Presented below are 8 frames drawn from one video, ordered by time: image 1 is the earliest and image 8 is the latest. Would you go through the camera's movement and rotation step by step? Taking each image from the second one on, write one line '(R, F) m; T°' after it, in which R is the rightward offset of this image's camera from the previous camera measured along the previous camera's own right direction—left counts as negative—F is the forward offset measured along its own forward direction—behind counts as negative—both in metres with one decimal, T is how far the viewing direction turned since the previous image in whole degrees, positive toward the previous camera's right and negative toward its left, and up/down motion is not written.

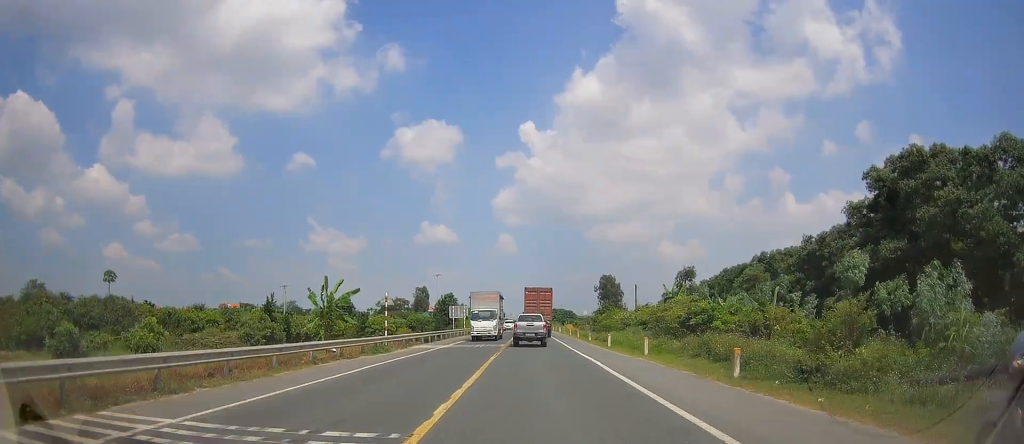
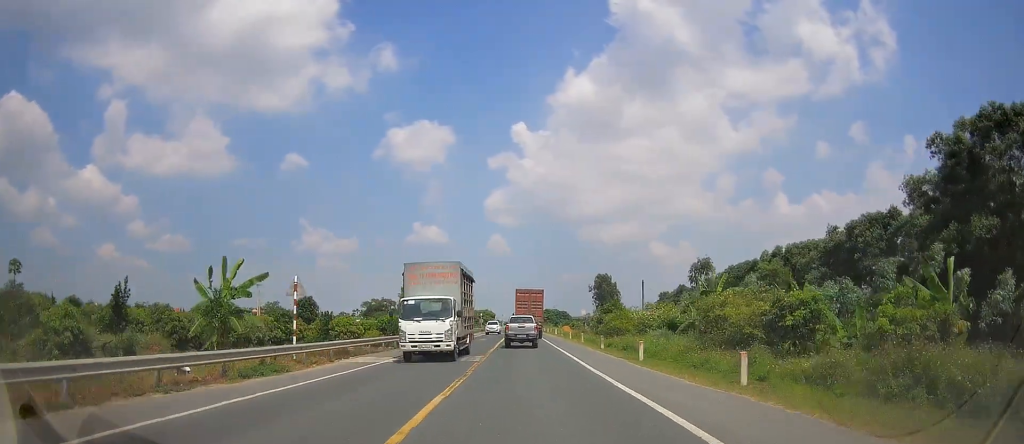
(0.0, +11.5) m; +1°
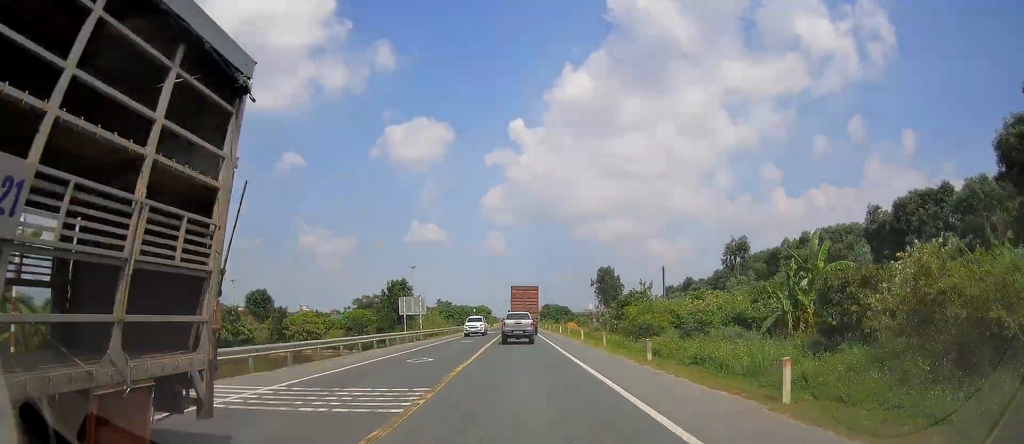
(+0.1, +12.7) m; +1°
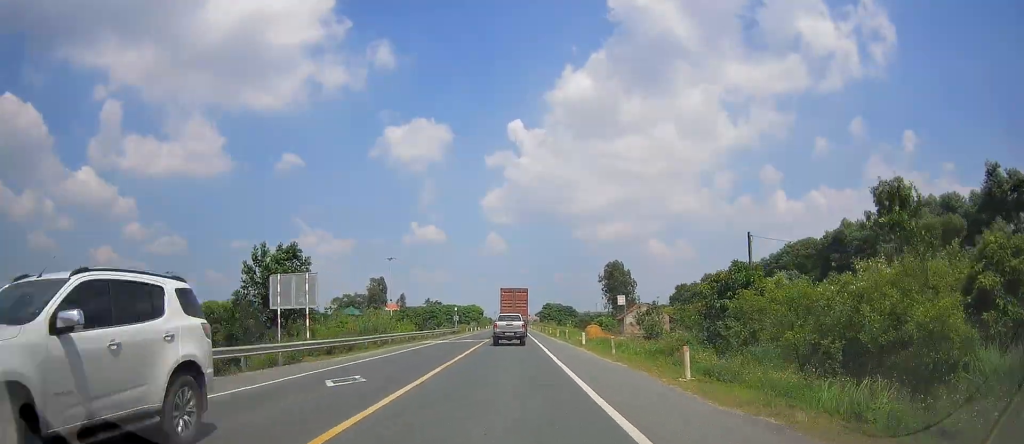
(-0.1, +26.3) m; 0°
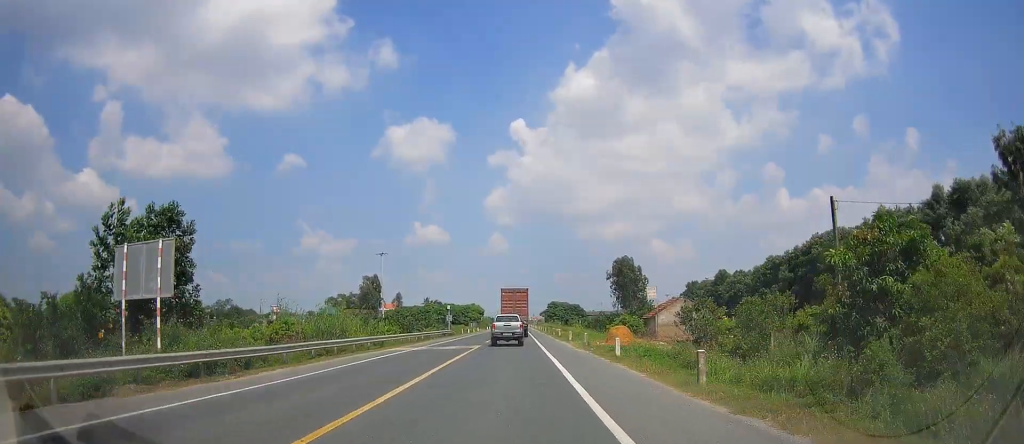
(+0.2, +11.7) m; 0°
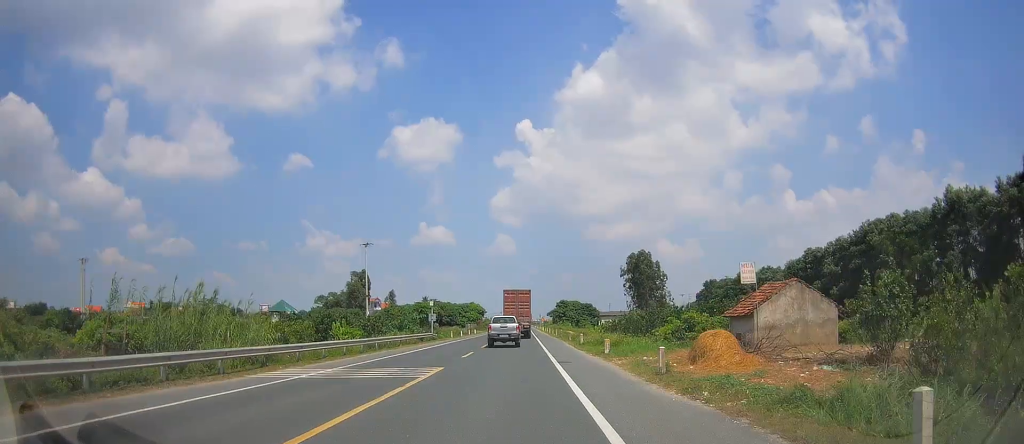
(-0.1, +17.4) m; -1°
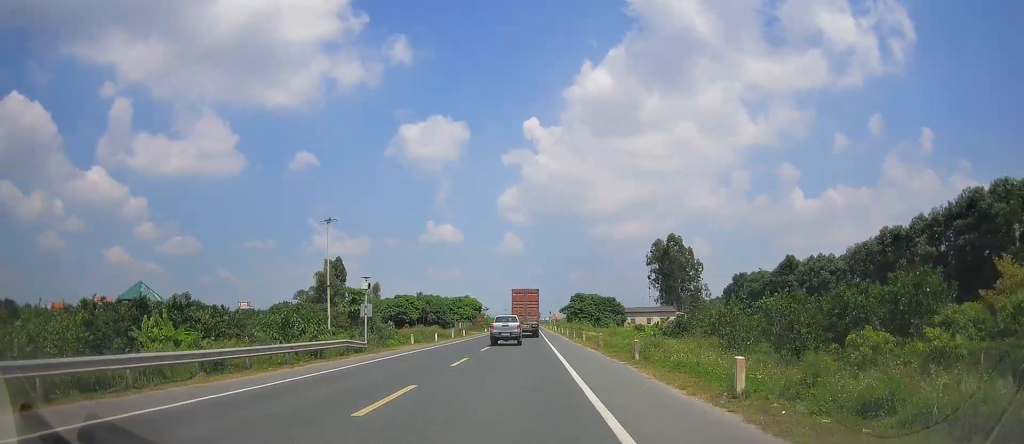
(-0.3, +26.4) m; -1°
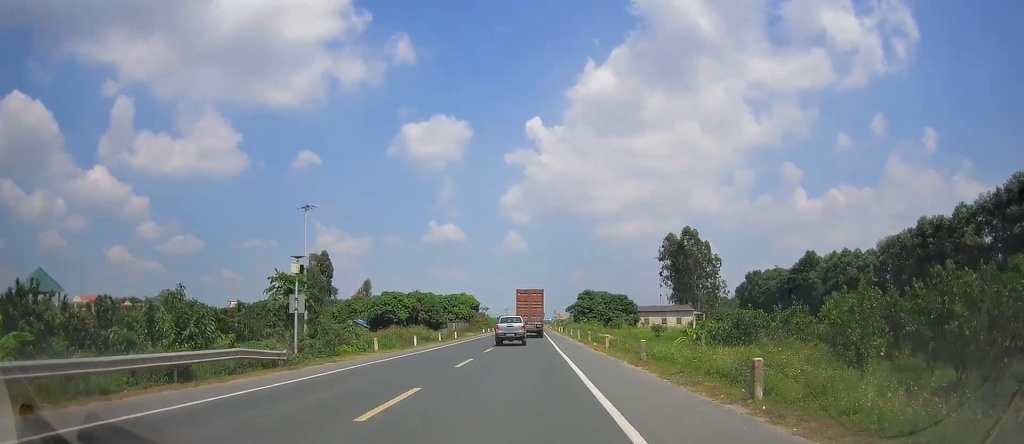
(0.0, +10.5) m; 0°
